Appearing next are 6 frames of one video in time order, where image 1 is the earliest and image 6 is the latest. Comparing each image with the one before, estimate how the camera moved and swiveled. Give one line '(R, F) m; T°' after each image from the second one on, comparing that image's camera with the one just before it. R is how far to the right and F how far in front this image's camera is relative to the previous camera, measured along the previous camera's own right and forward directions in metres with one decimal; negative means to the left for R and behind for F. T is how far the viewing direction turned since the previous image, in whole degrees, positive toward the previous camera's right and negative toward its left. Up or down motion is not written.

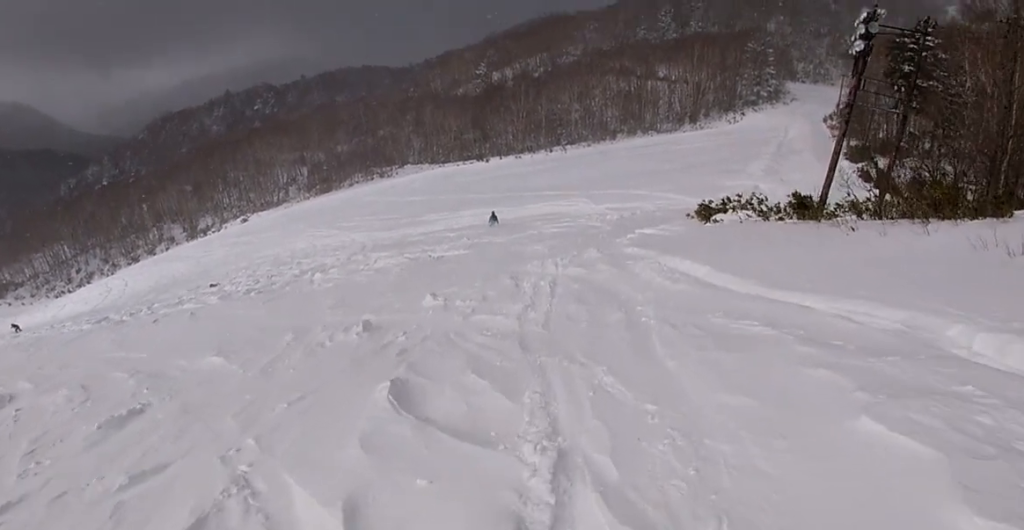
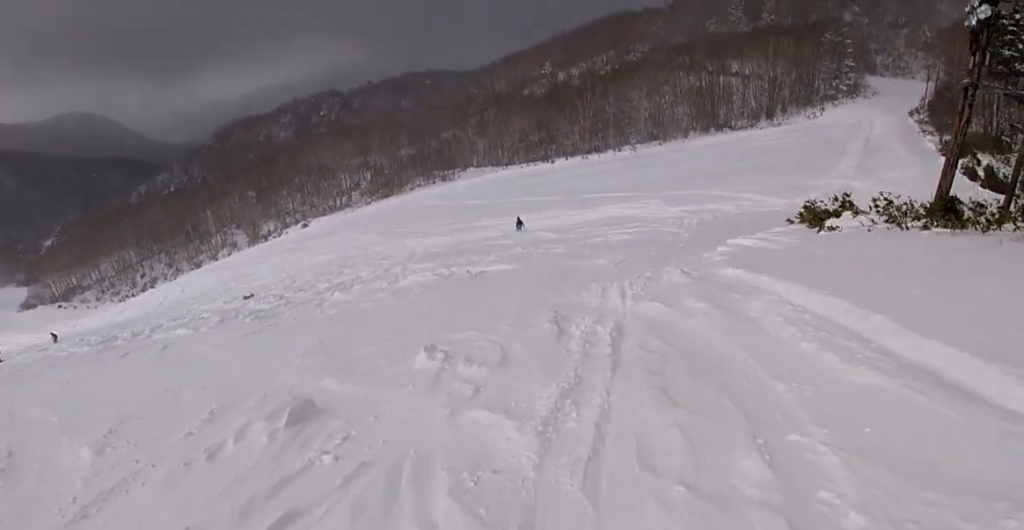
(0.0, +5.4) m; 0°
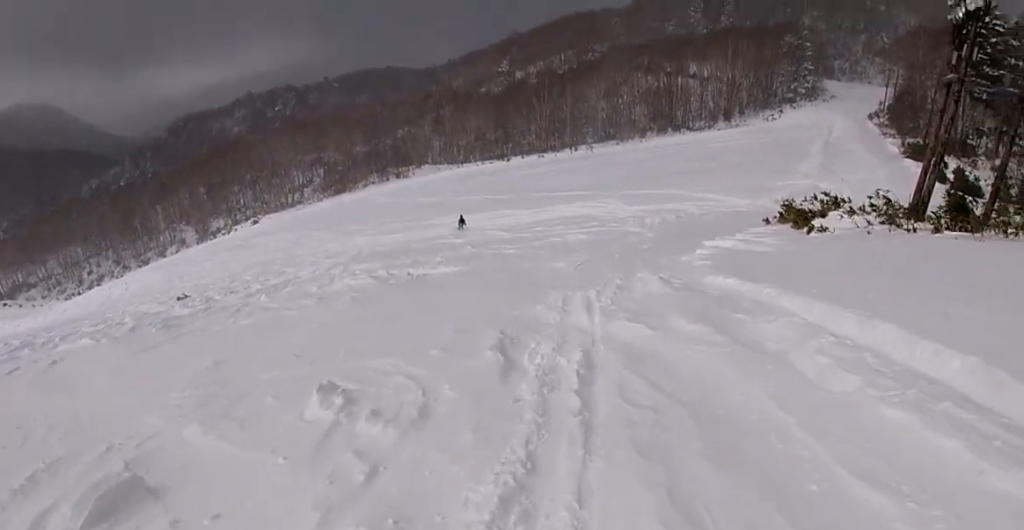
(0.0, +2.3) m; 0°
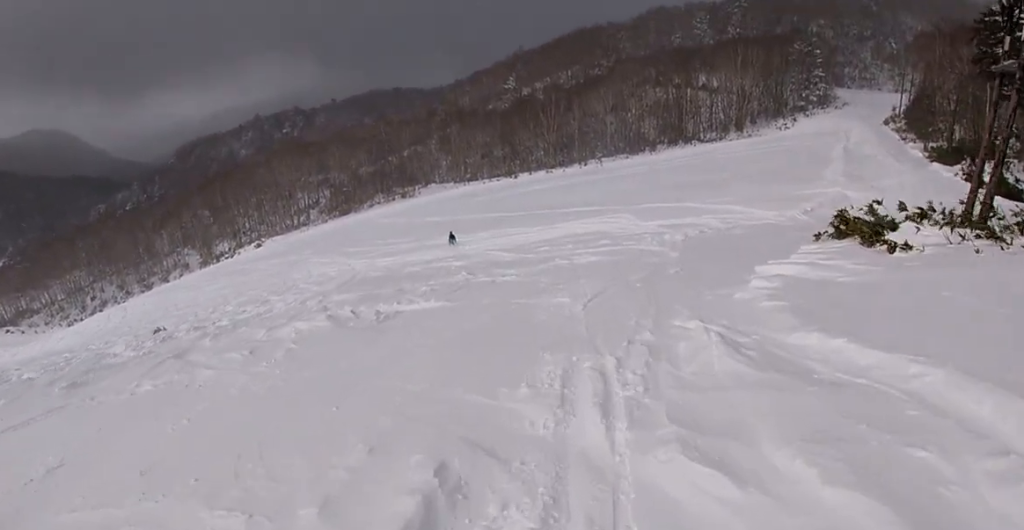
(0.0, +3.2) m; +1°
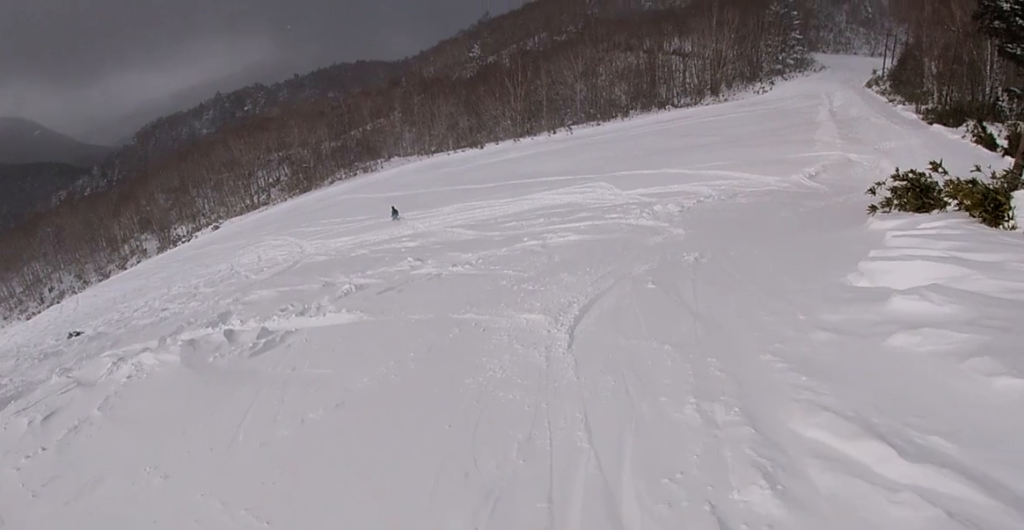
(+0.1, +4.0) m; +4°
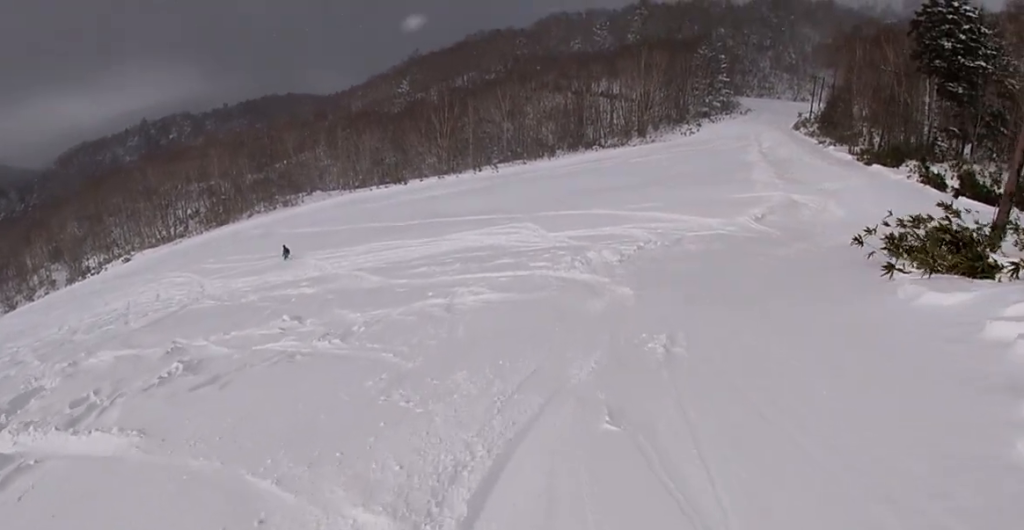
(+0.1, +3.1) m; +5°
